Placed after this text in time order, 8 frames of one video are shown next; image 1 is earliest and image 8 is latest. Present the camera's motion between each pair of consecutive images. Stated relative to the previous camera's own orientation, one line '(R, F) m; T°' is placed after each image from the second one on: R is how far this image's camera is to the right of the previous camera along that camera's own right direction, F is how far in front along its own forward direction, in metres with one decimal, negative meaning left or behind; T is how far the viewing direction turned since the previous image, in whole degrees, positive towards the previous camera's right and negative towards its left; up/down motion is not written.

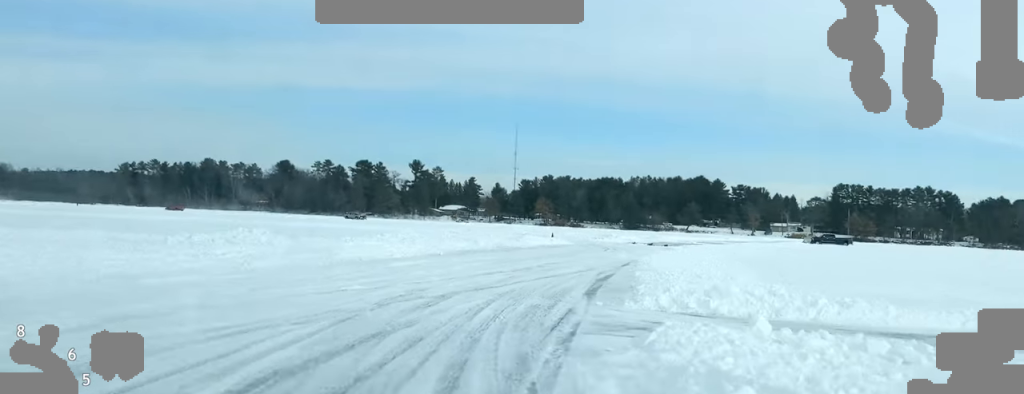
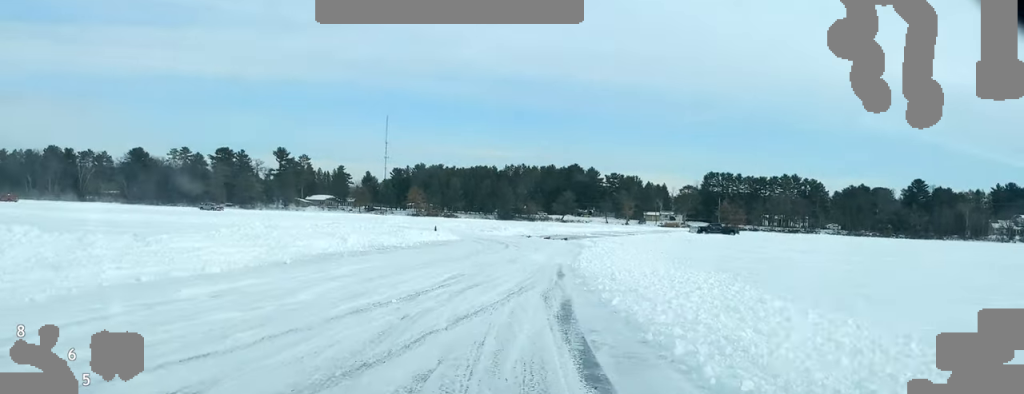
(+1.3, +11.5) m; +10°
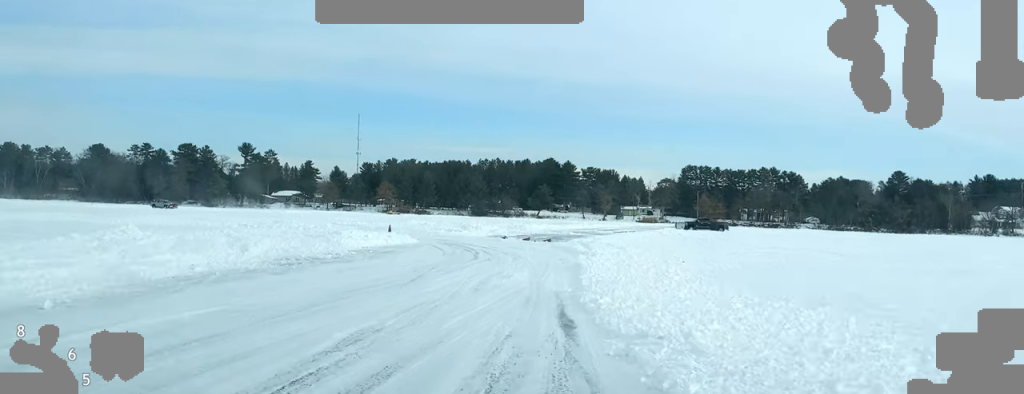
(+0.6, +11.3) m; +4°
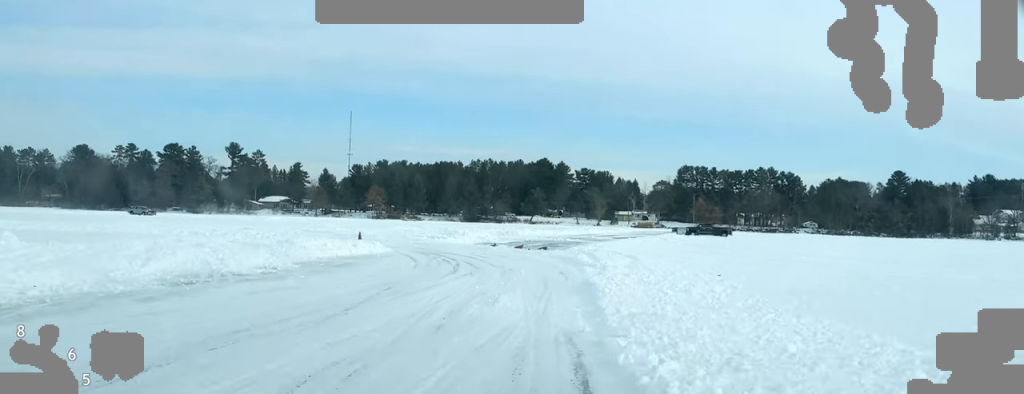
(+0.1, +6.7) m; +1°
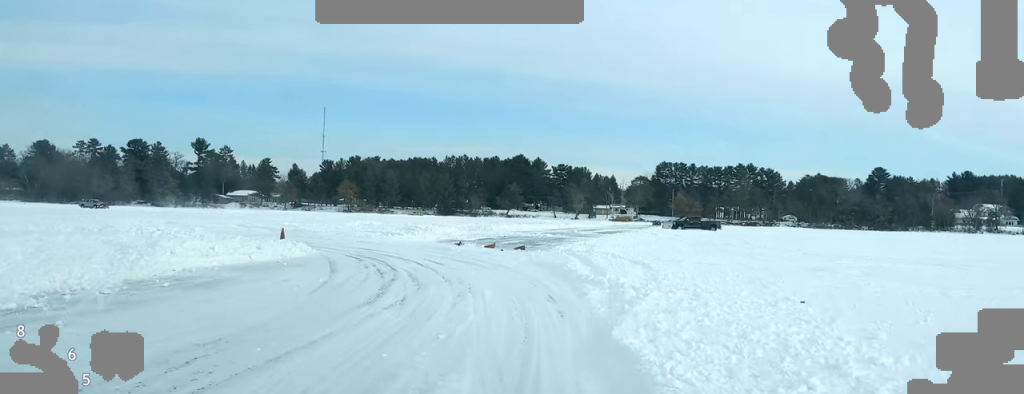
(+0.1, +8.6) m; 0°
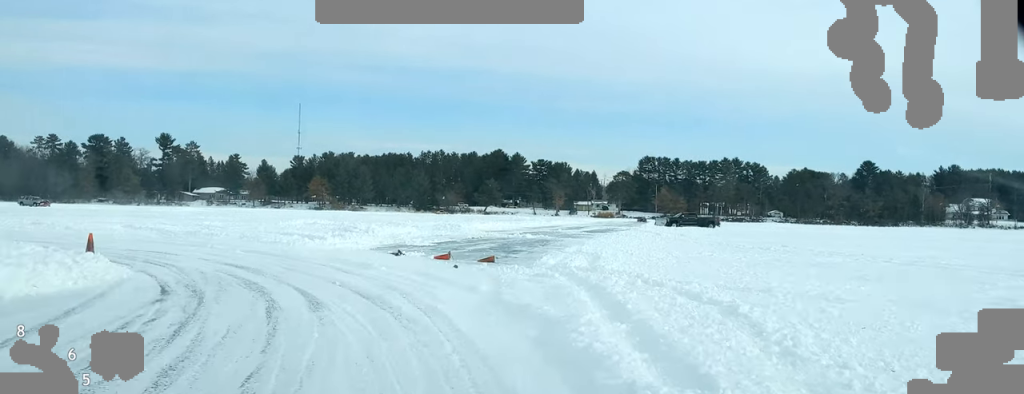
(-0.2, +12.3) m; -6°
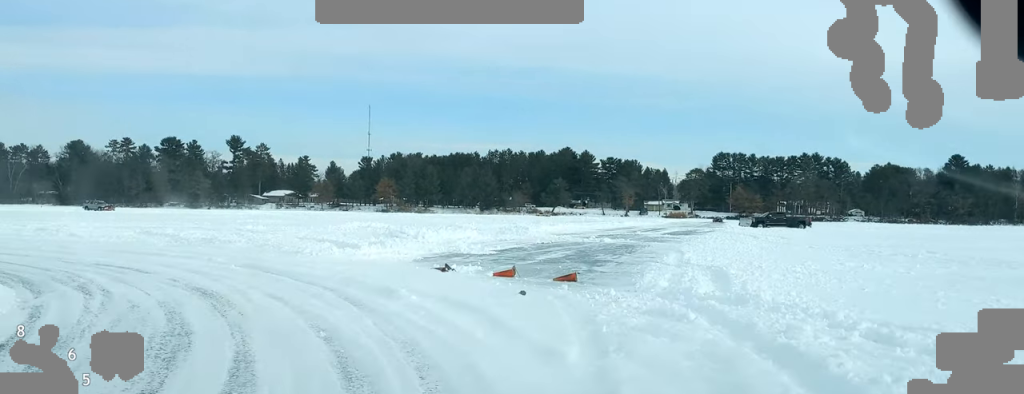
(-0.3, +7.0) m; -7°
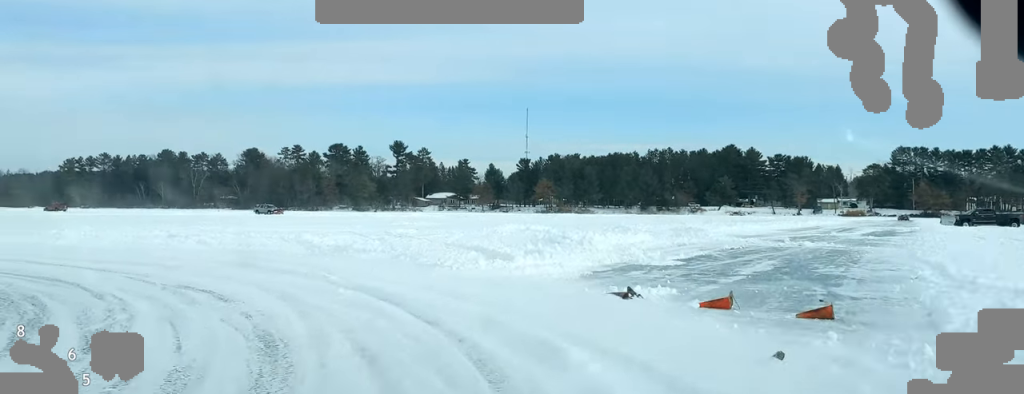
(-0.2, +5.8) m; -9°
